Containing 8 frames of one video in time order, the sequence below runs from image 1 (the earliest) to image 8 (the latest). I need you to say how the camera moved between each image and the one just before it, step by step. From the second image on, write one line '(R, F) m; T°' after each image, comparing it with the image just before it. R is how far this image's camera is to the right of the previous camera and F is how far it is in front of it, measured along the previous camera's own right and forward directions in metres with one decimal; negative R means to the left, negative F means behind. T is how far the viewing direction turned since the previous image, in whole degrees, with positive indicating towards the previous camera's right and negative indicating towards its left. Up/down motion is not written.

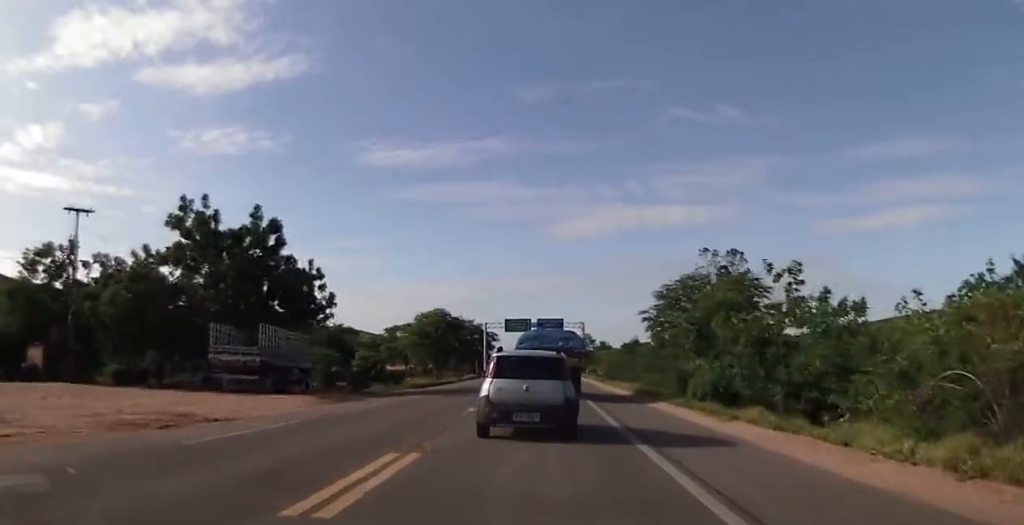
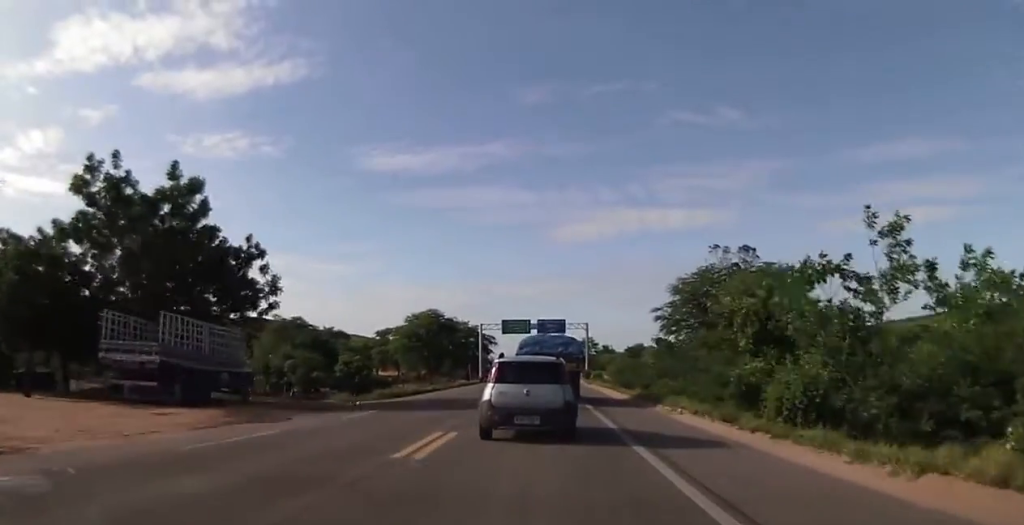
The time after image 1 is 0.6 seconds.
(+0.2, +8.2) m; +1°
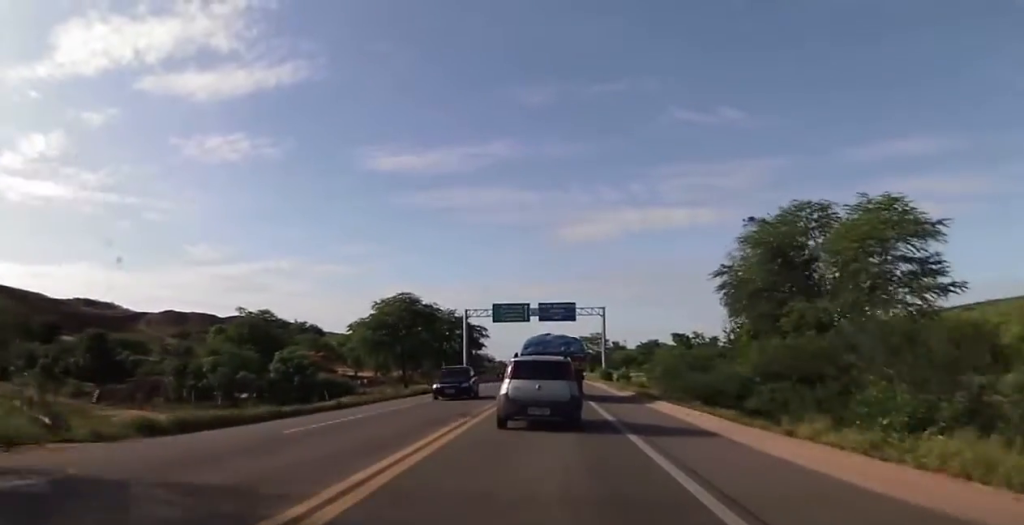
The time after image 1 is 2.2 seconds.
(0.0, +21.3) m; -1°
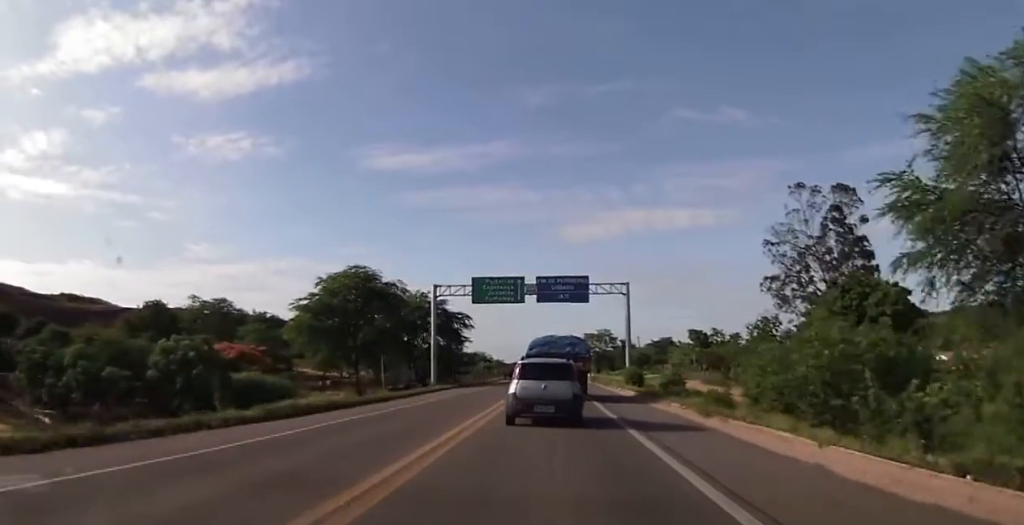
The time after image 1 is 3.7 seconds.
(-0.3, +18.7) m; -1°
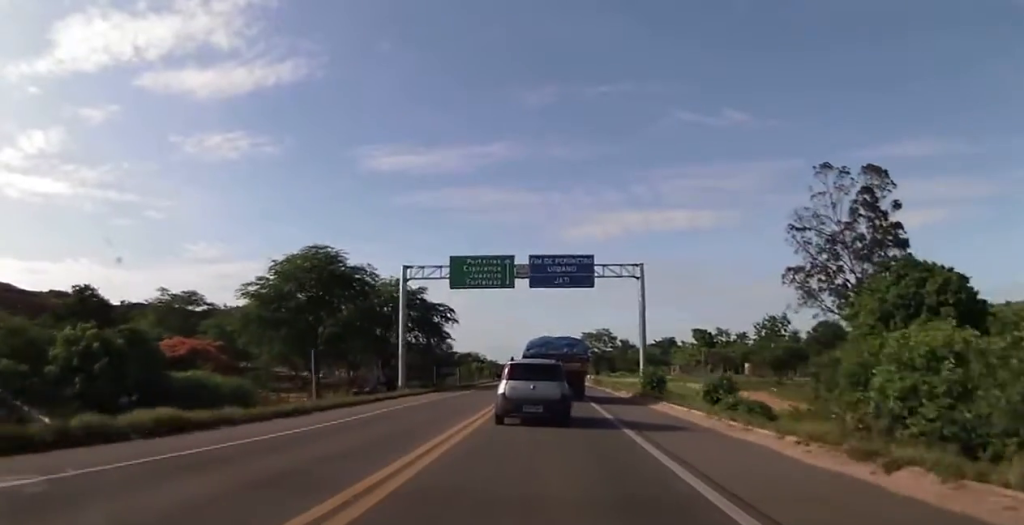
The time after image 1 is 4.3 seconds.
(0.0, +8.3) m; 0°
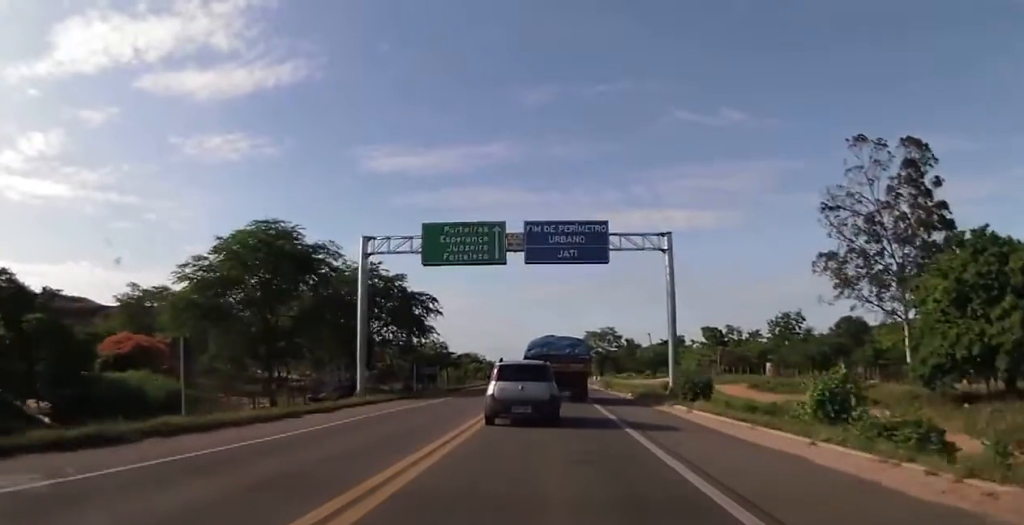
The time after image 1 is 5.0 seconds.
(0.0, +8.0) m; +1°
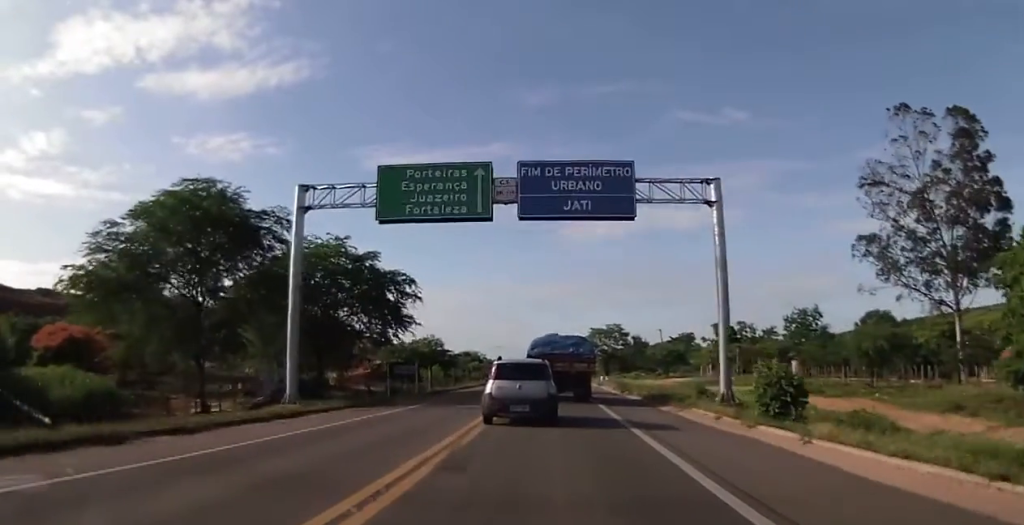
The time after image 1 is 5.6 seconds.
(+0.1, +8.6) m; 0°
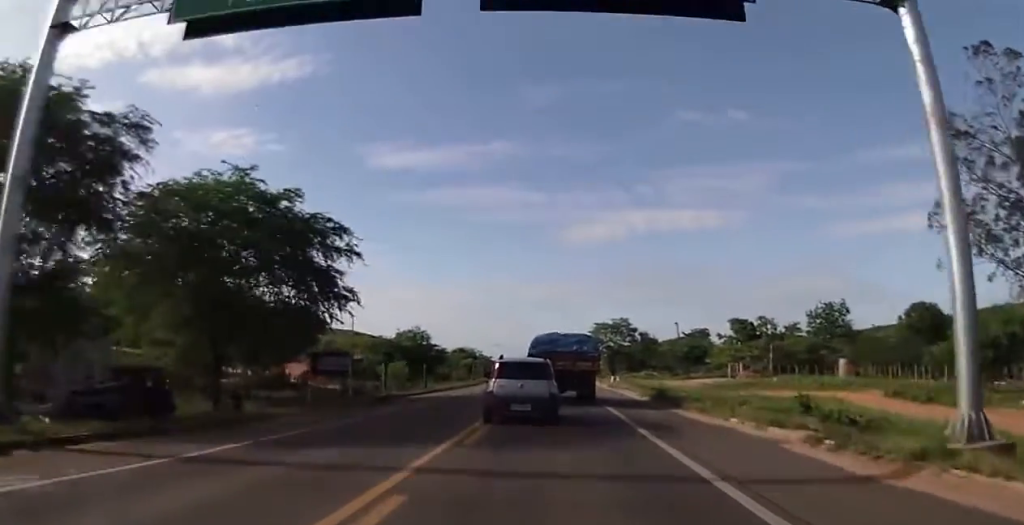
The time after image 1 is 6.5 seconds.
(0.0, +13.9) m; -1°
